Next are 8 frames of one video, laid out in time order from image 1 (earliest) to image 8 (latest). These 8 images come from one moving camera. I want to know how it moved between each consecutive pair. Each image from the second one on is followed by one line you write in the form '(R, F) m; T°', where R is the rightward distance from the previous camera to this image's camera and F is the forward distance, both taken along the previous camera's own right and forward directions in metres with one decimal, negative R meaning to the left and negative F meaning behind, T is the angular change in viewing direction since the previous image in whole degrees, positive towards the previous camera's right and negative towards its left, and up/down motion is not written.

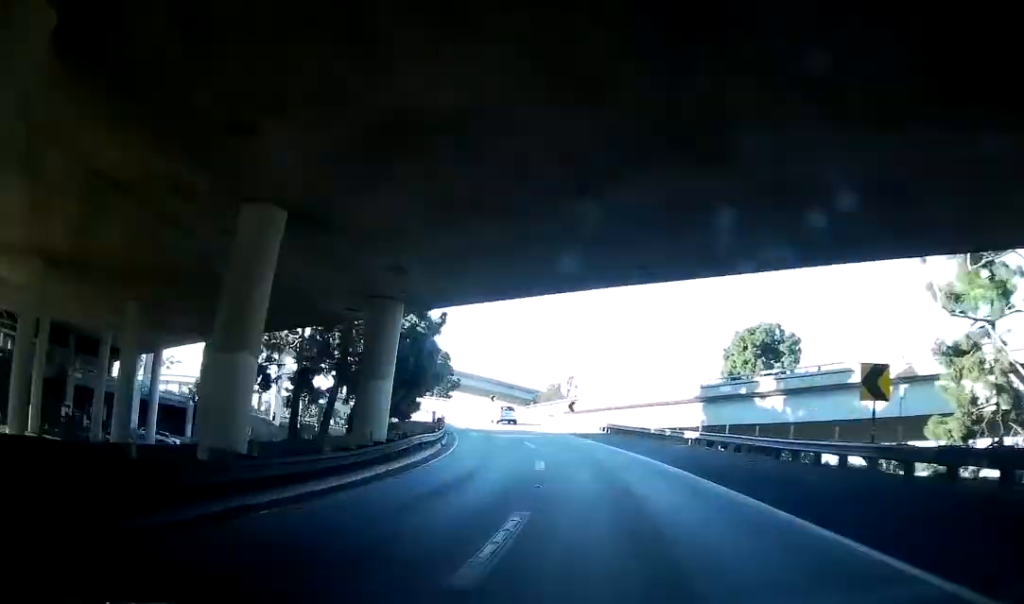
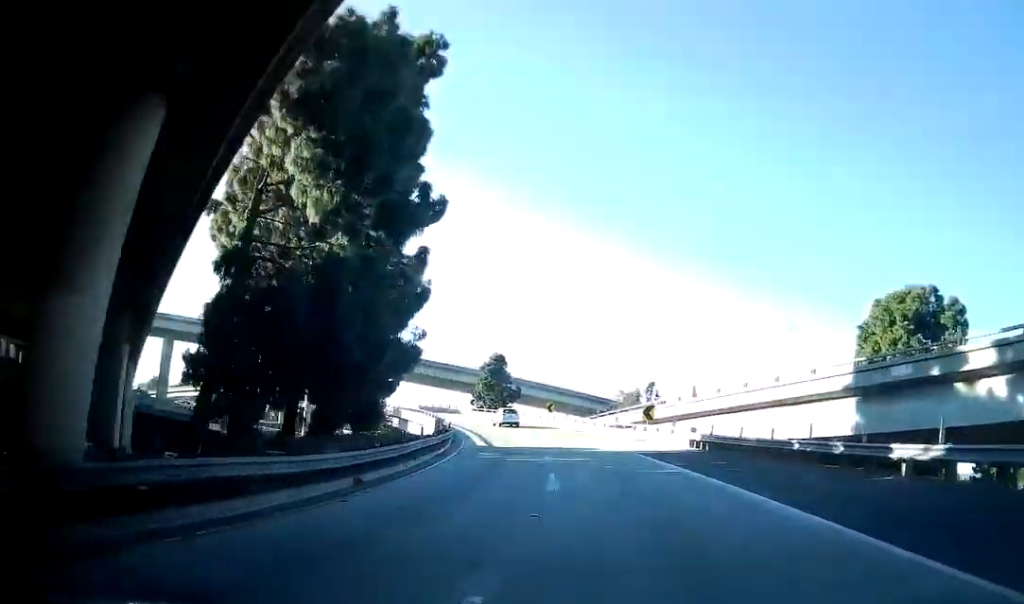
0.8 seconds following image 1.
(-2.1, +19.8) m; -6°
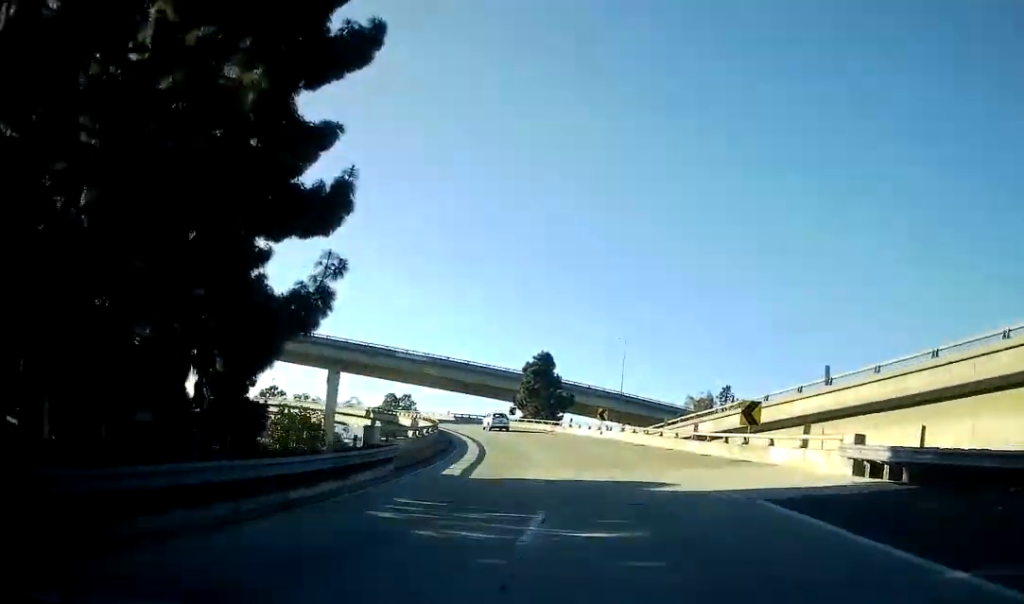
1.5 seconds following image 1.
(0.0, +17.8) m; 0°
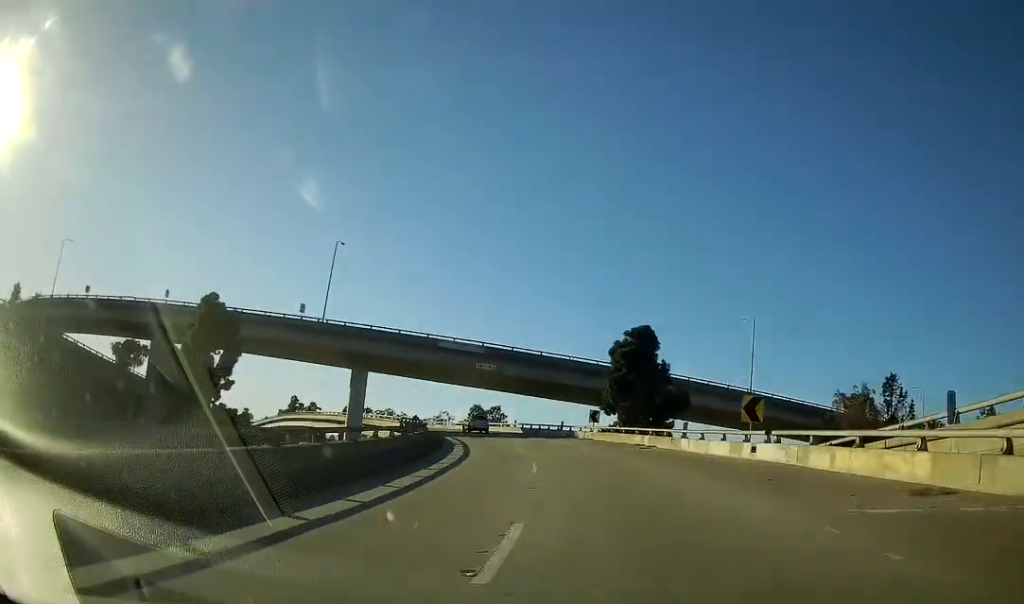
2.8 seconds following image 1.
(-0.4, +30.0) m; -7°
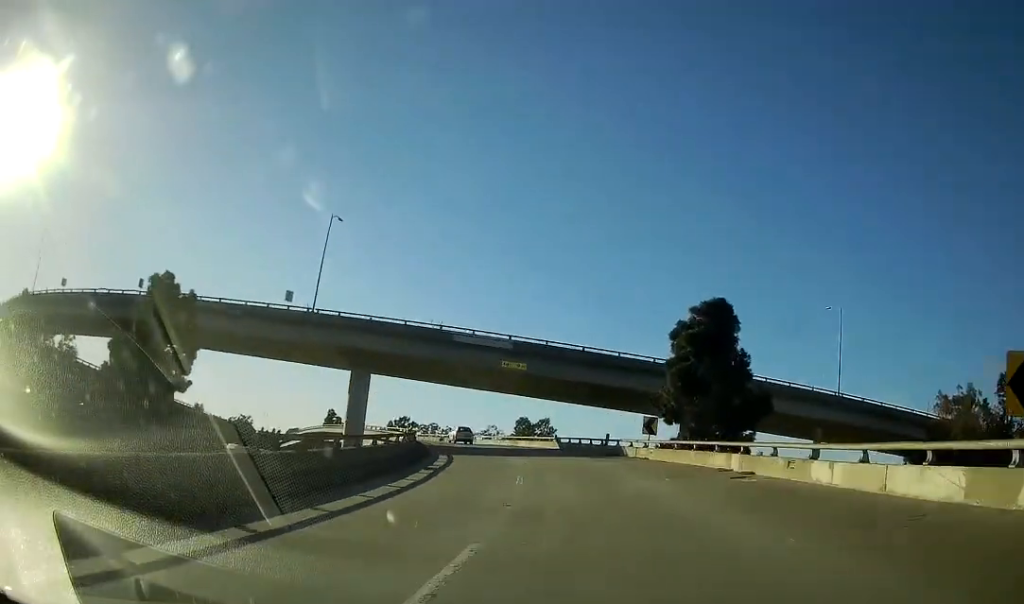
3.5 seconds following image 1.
(-1.6, +16.0) m; -7°
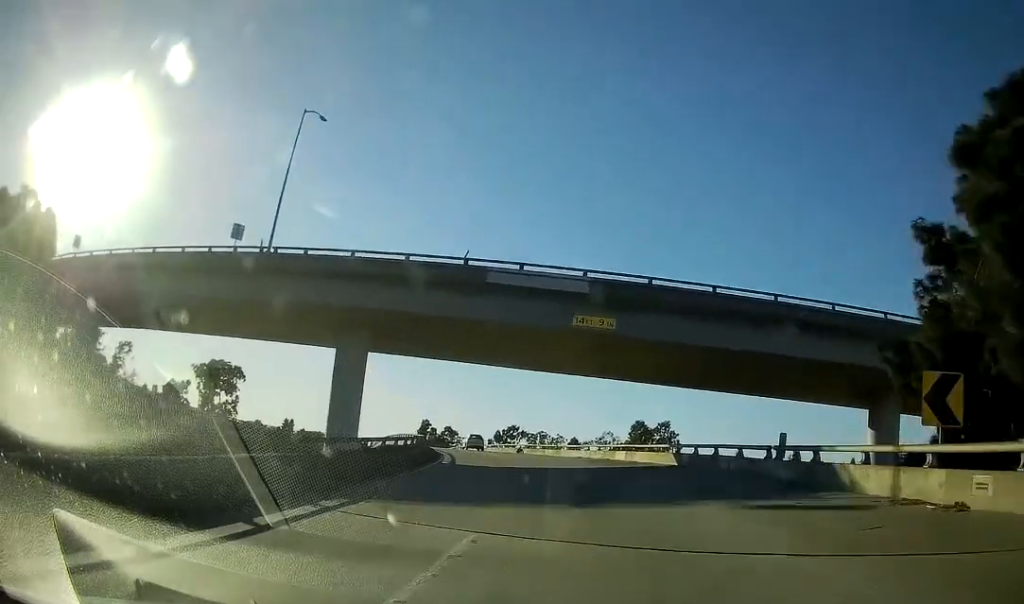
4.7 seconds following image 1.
(-1.7, +26.4) m; -11°
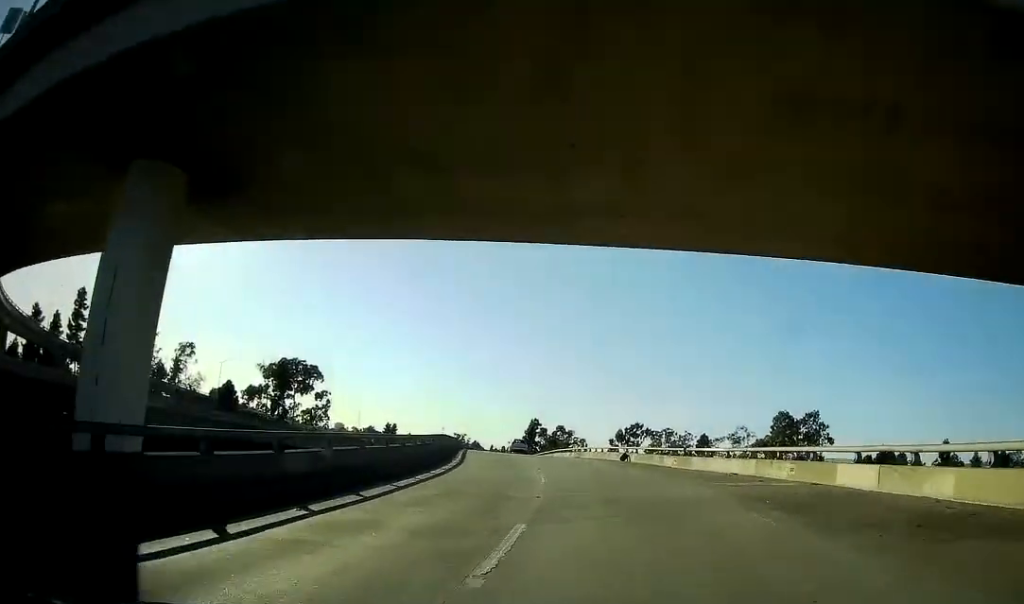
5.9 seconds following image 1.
(-4.2, +28.2) m; -15°
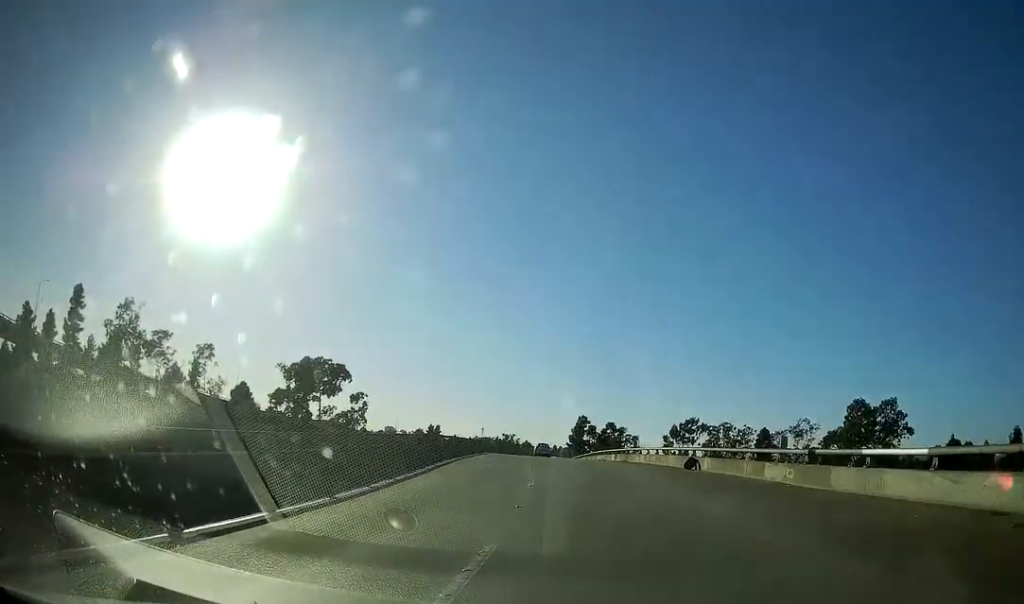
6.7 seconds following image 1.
(-1.1, +16.7) m; -7°
